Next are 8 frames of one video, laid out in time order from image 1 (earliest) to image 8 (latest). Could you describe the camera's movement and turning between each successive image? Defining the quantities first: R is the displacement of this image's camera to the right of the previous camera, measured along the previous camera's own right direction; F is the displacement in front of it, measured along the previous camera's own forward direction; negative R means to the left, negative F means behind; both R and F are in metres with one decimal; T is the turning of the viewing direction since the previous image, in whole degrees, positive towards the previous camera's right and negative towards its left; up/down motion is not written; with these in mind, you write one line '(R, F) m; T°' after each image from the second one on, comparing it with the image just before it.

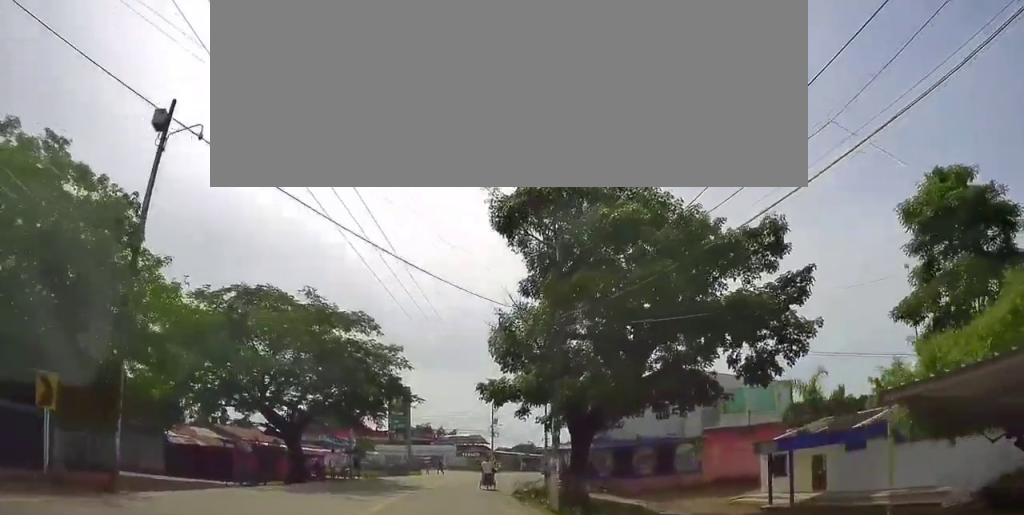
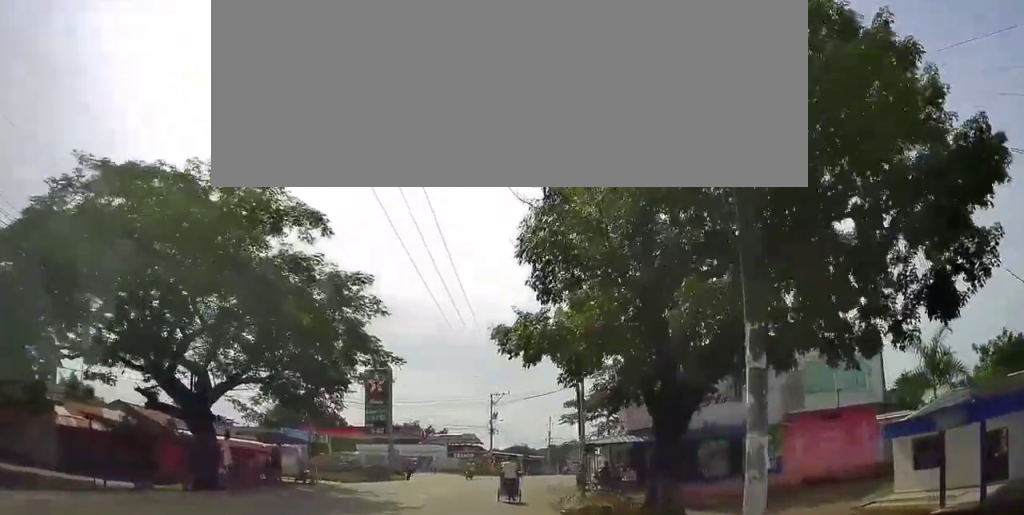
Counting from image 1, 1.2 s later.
(+0.3, +13.6) m; +2°
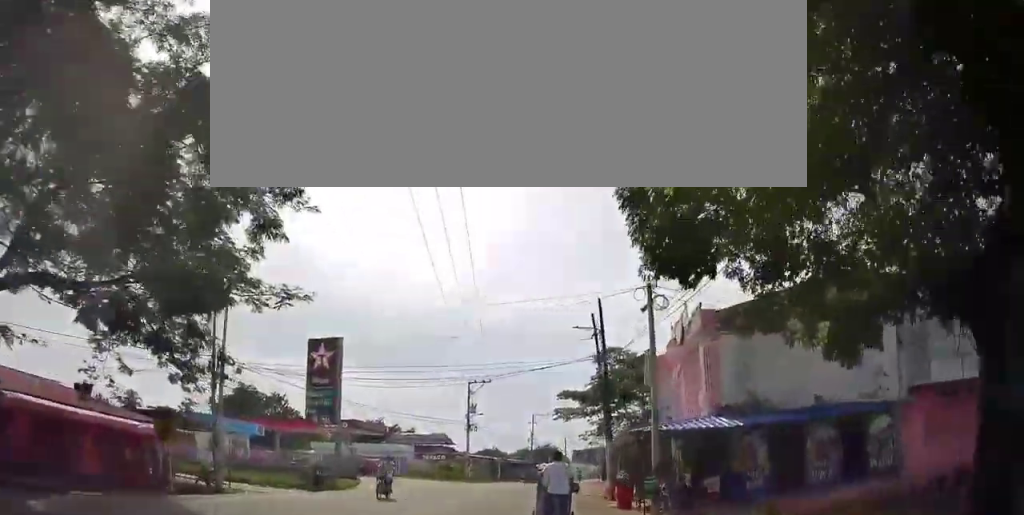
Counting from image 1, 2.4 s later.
(-0.1, +13.7) m; +1°
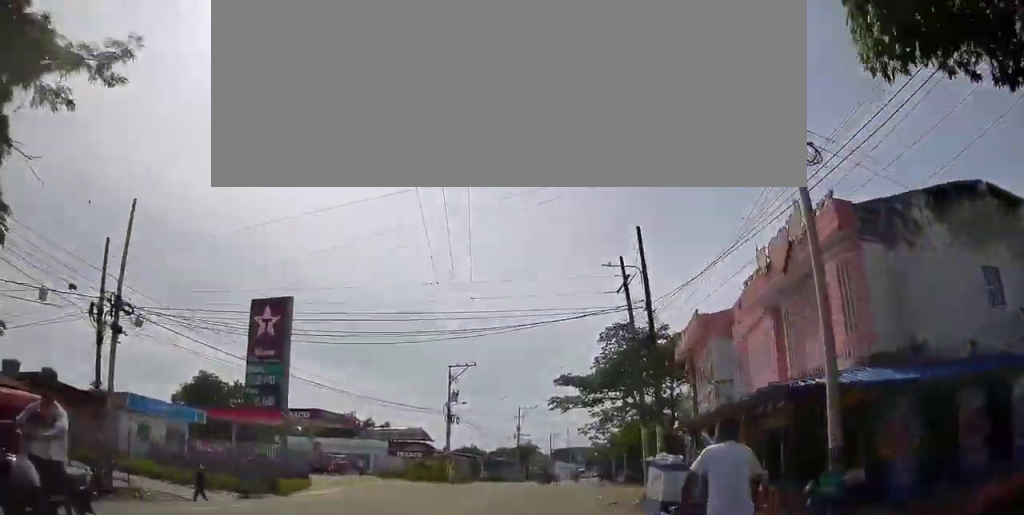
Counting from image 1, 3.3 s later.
(+0.2, +9.0) m; +3°
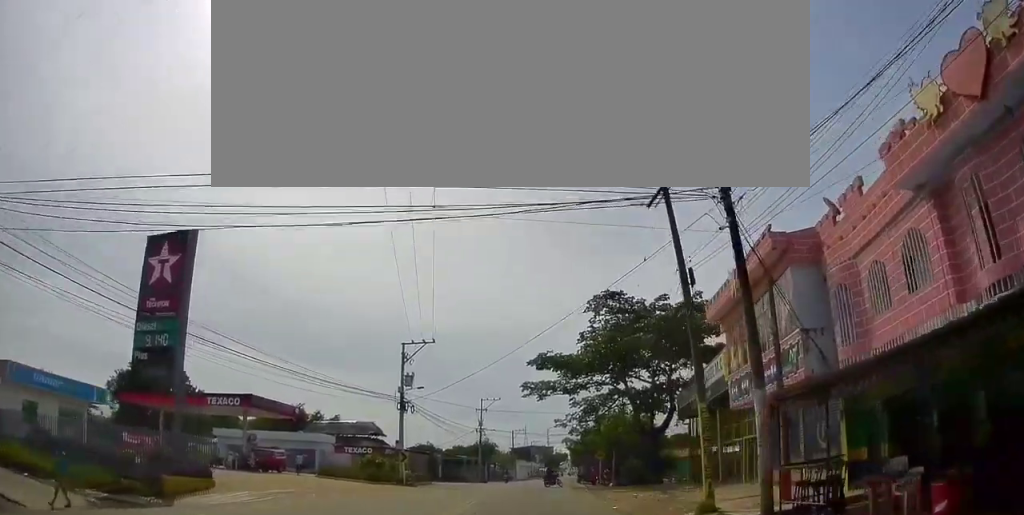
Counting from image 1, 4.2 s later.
(+0.3, +9.0) m; +2°
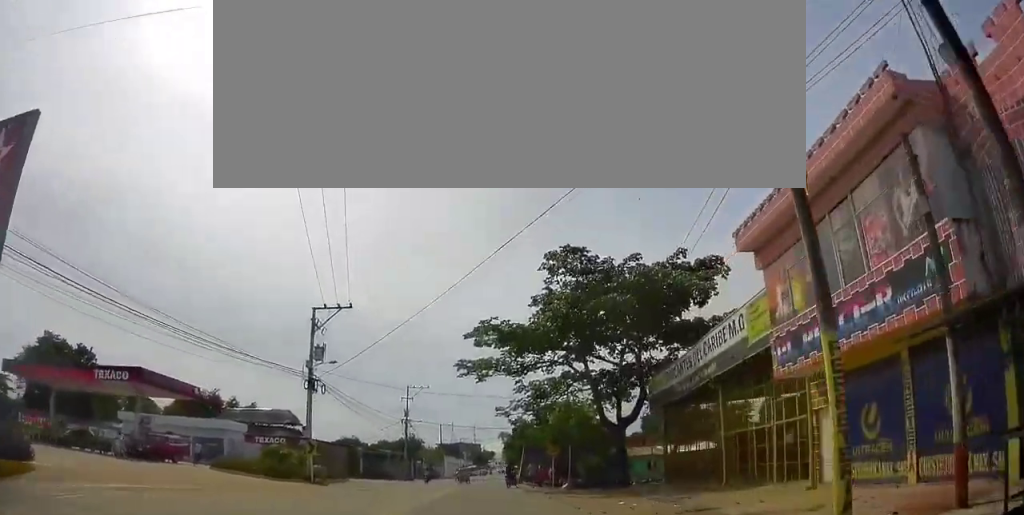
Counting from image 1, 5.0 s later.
(+0.1, +8.3) m; +3°
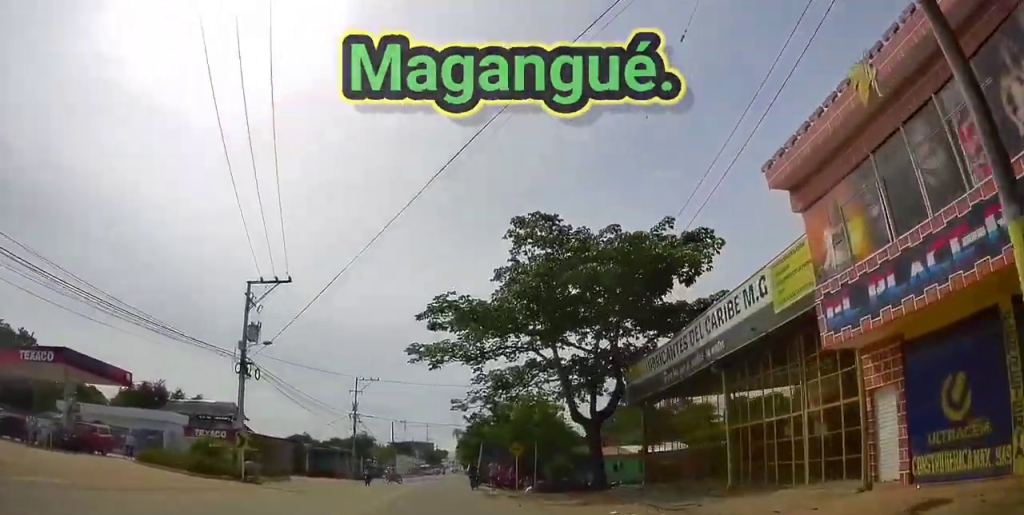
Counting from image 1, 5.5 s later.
(-0.1, +4.6) m; +2°
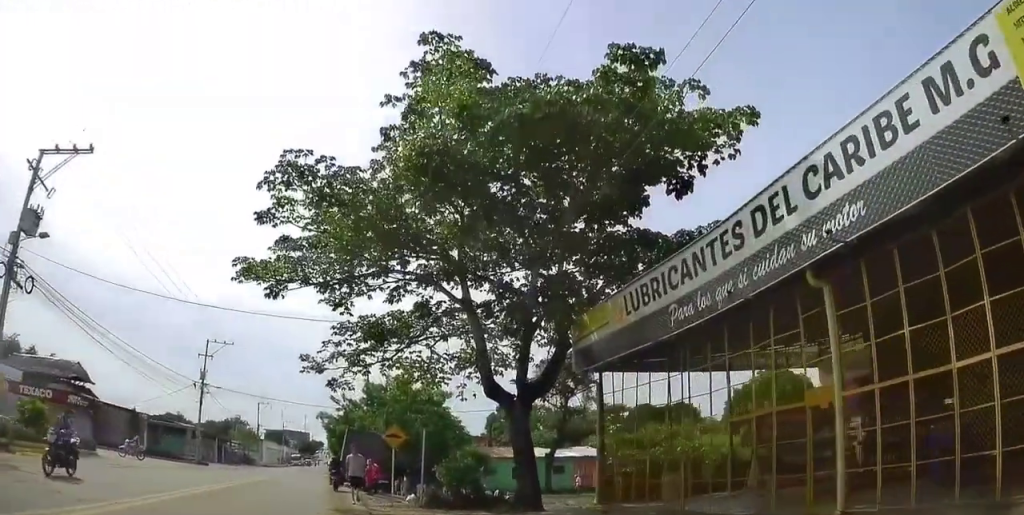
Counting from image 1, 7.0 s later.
(+1.6, +13.3) m; +12°
